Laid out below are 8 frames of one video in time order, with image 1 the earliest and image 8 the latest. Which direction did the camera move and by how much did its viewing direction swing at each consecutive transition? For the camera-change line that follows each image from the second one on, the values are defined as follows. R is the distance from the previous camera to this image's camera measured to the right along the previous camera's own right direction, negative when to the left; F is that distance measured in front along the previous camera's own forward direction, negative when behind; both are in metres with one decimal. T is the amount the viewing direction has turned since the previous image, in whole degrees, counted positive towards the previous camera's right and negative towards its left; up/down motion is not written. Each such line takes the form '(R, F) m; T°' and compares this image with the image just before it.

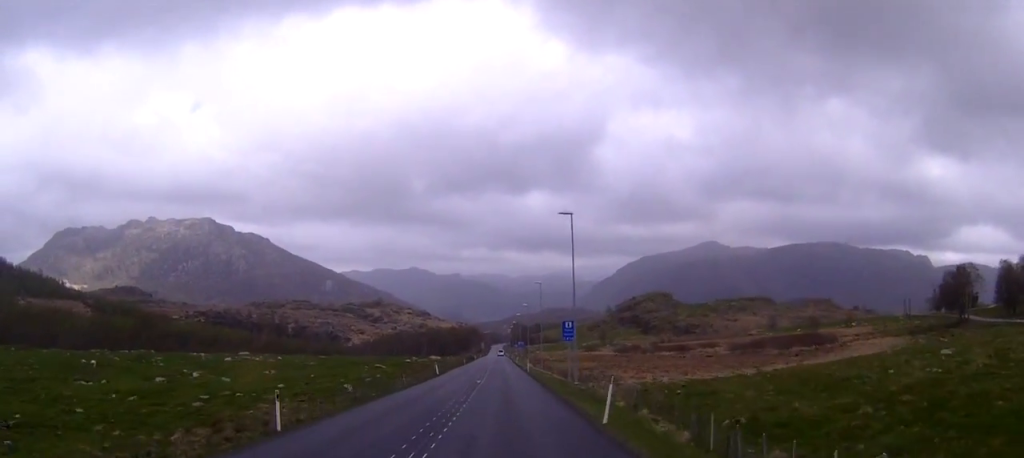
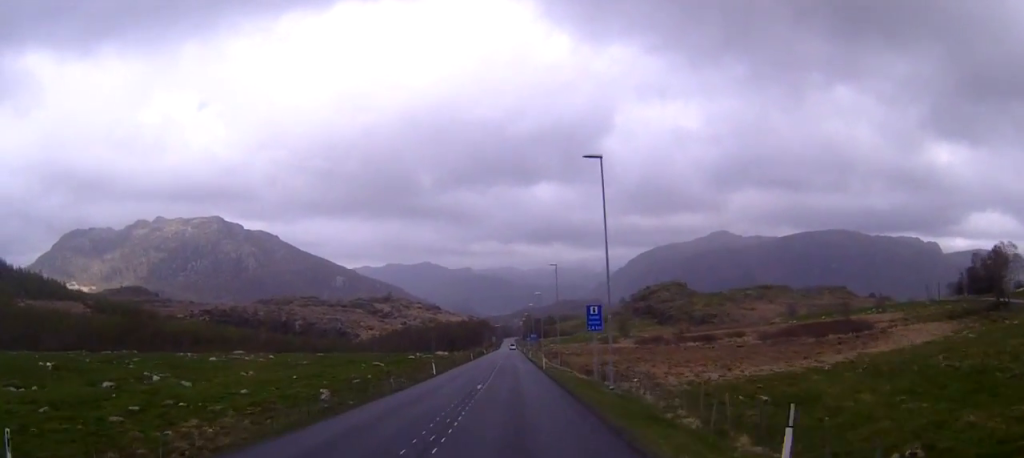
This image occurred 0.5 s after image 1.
(0.0, +11.5) m; 0°
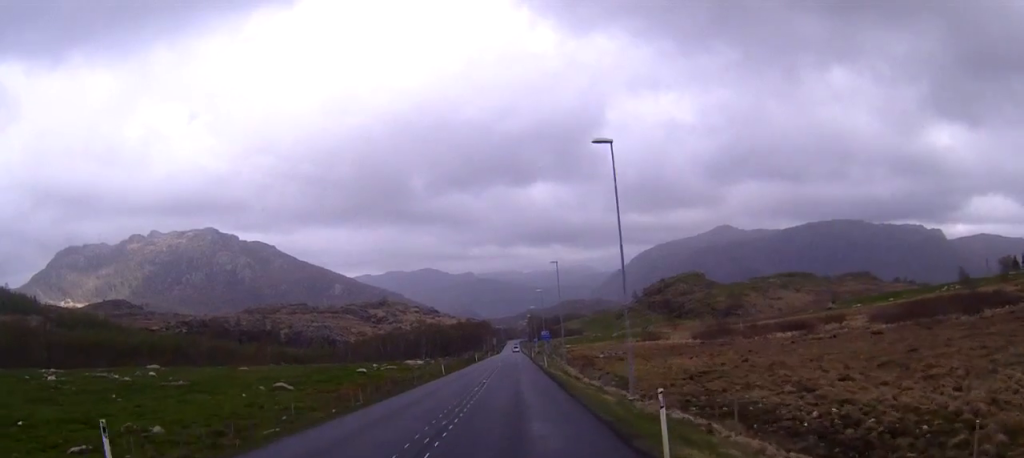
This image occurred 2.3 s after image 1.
(-0.2, +45.7) m; 0°
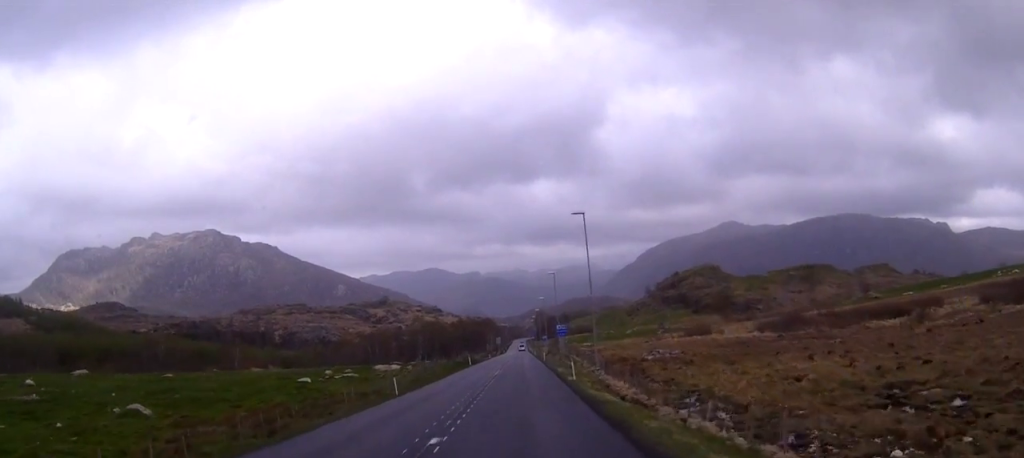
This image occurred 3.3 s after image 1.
(0.0, +26.1) m; 0°
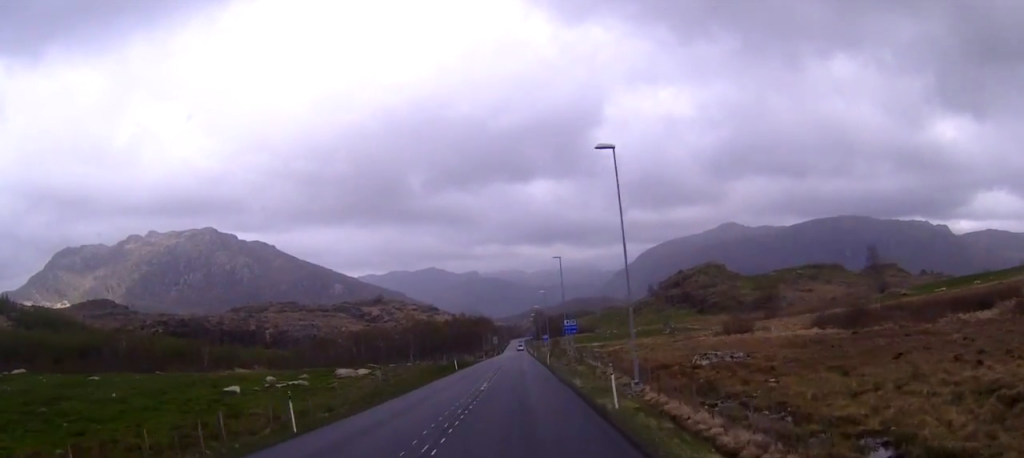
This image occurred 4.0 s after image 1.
(0.0, +16.1) m; 0°
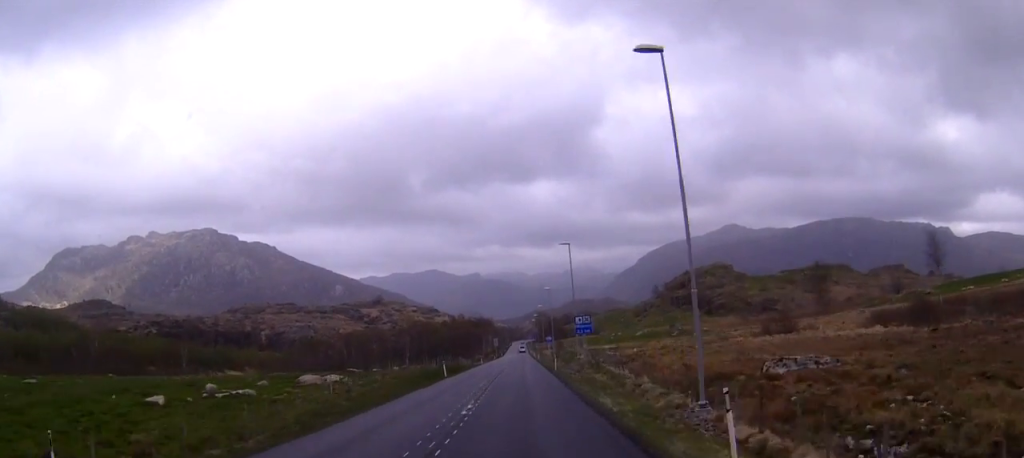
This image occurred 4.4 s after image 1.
(0.0, +11.0) m; 0°
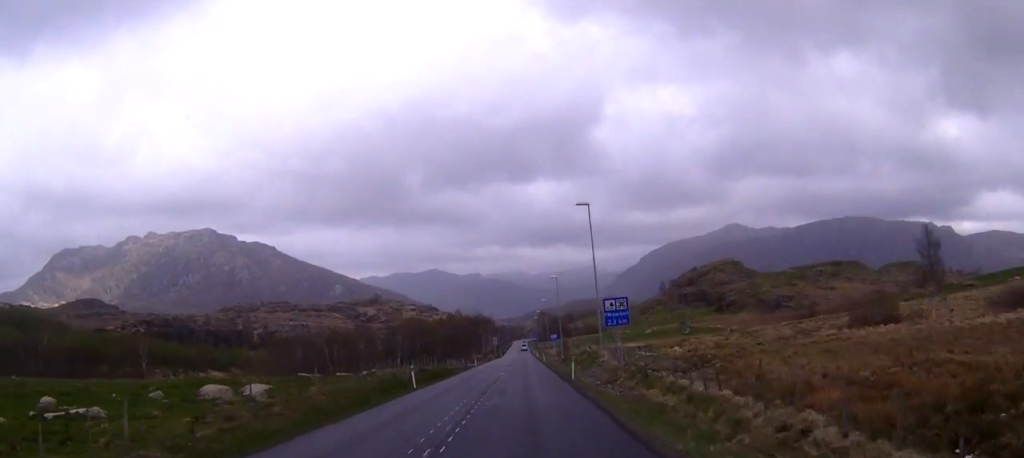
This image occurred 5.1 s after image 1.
(-0.1, +17.0) m; 0°
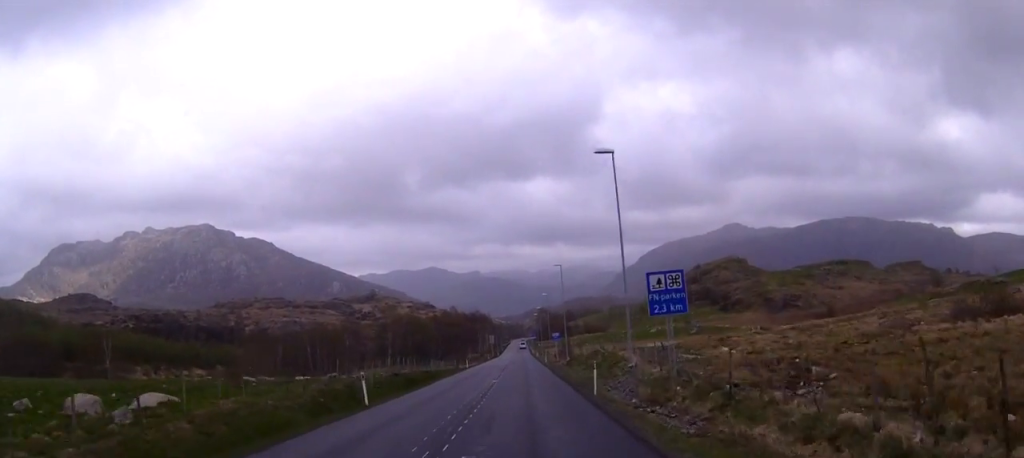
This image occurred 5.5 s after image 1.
(0.0, +12.0) m; 0°
